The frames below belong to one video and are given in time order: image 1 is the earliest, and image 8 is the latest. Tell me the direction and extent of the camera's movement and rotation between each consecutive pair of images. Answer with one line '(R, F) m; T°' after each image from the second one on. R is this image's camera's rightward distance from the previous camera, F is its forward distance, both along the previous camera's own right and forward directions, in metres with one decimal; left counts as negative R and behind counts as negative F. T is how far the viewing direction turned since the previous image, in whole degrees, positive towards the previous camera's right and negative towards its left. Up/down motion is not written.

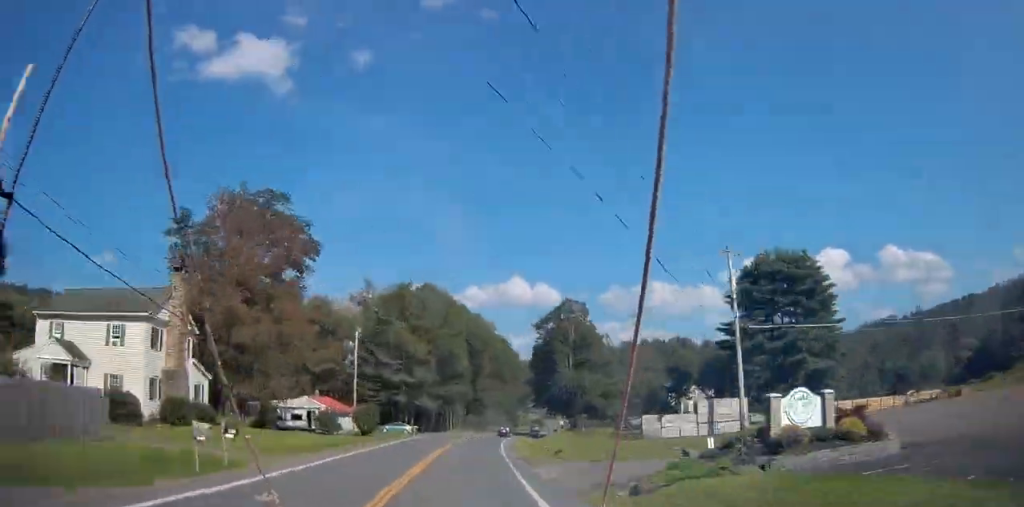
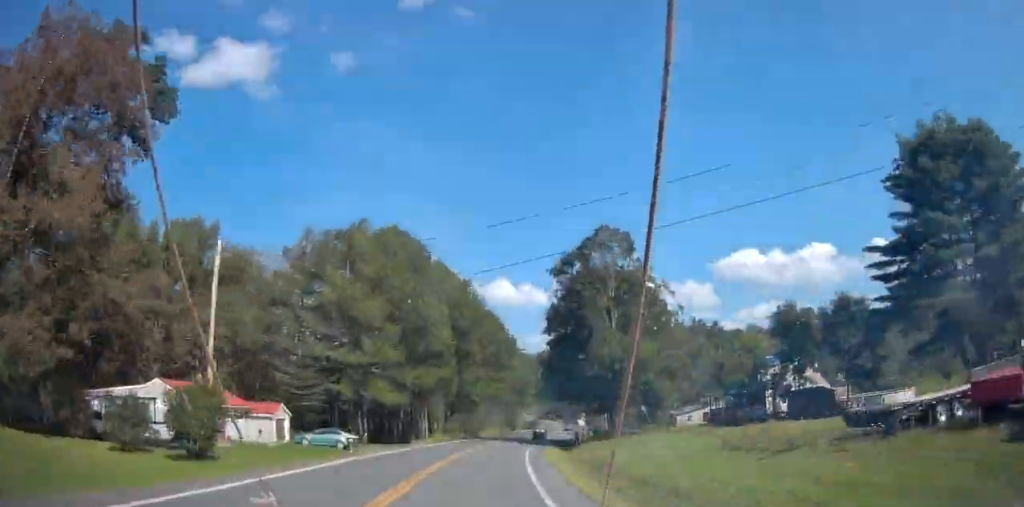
(+1.4, +26.6) m; +11°
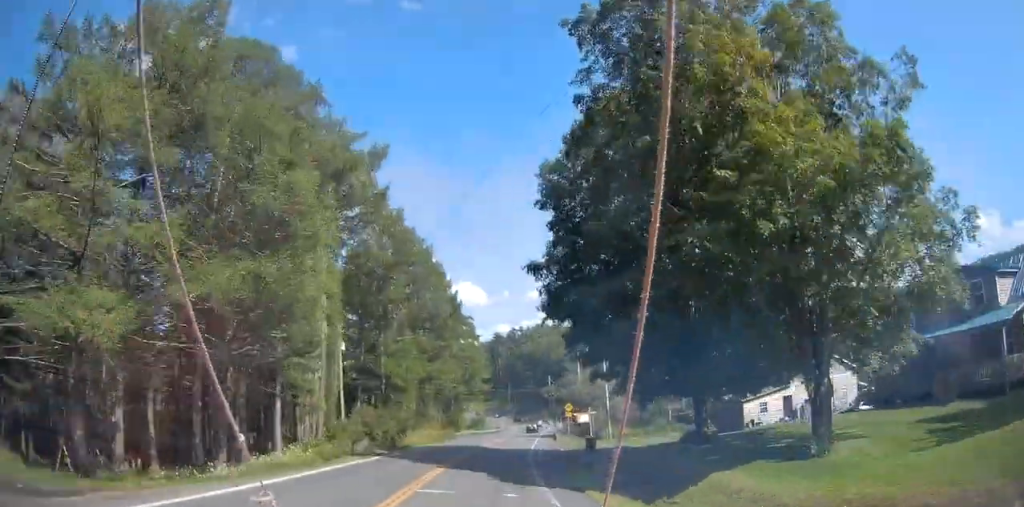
(+4.2, +26.9) m; +23°
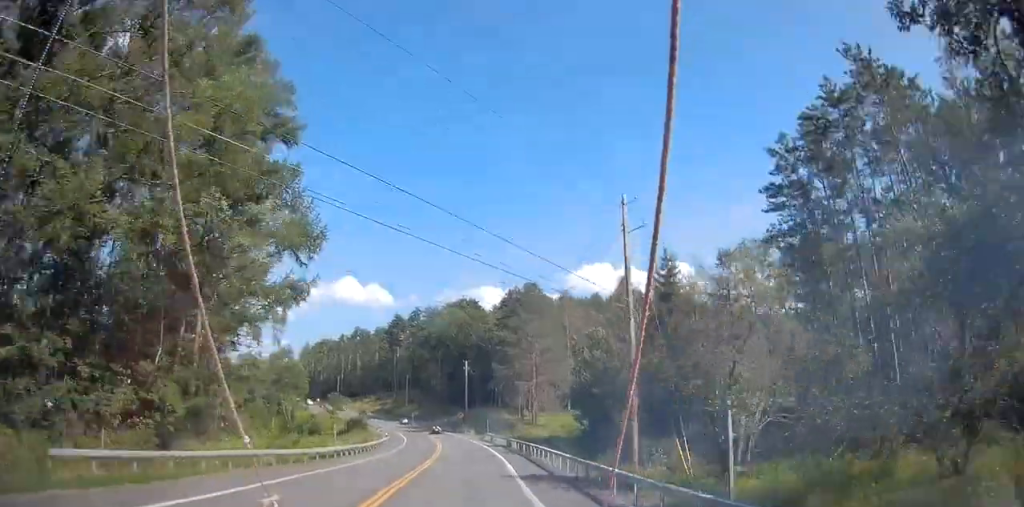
(+16.8, +39.9) m; +22°
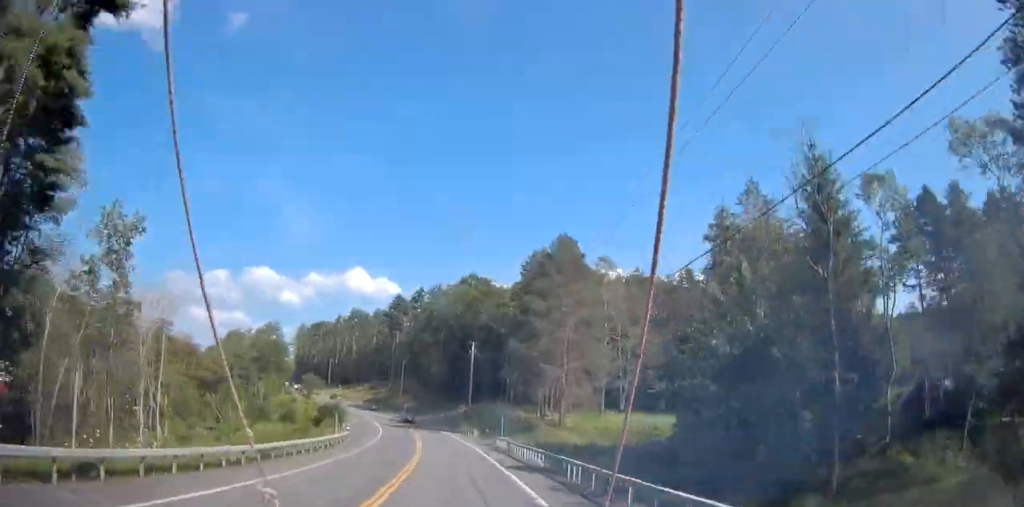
(-2.9, +18.4) m; -16°
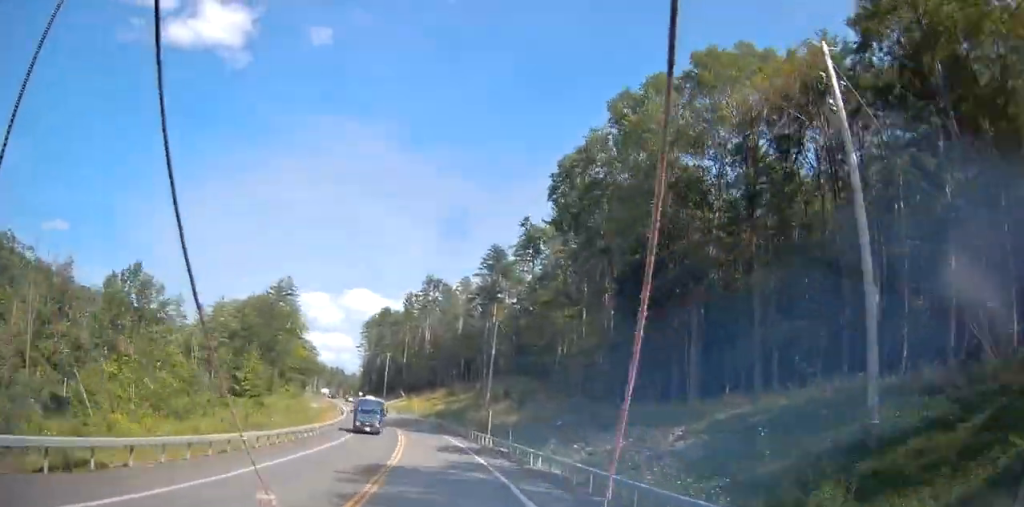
(-43.1, +78.5) m; -44°
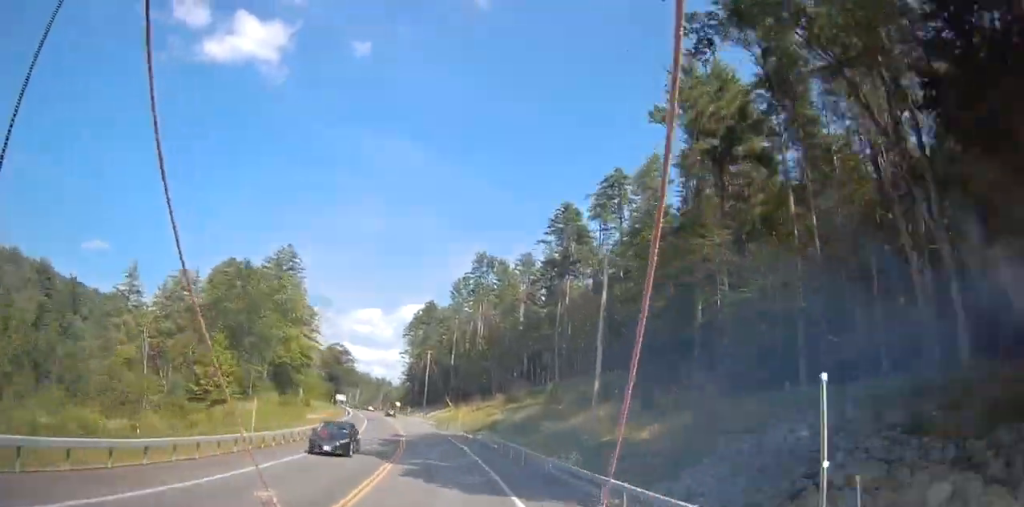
(-5.7, +48.9) m; 0°
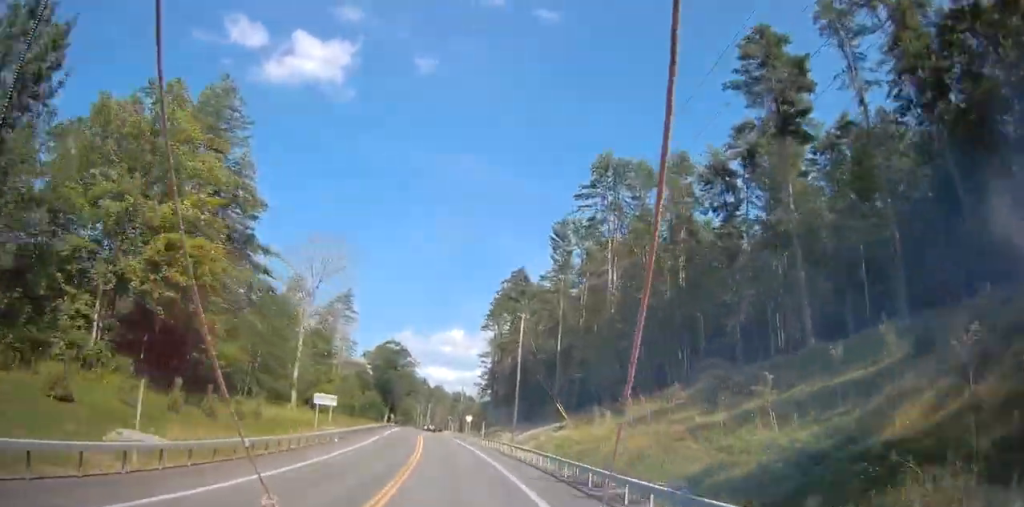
(+5.8, +73.9) m; +3°
